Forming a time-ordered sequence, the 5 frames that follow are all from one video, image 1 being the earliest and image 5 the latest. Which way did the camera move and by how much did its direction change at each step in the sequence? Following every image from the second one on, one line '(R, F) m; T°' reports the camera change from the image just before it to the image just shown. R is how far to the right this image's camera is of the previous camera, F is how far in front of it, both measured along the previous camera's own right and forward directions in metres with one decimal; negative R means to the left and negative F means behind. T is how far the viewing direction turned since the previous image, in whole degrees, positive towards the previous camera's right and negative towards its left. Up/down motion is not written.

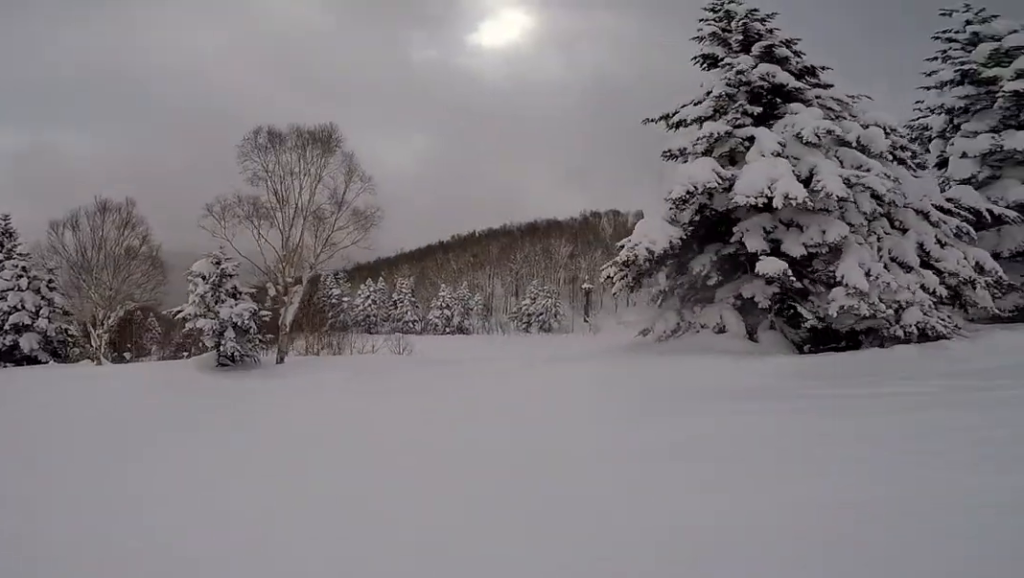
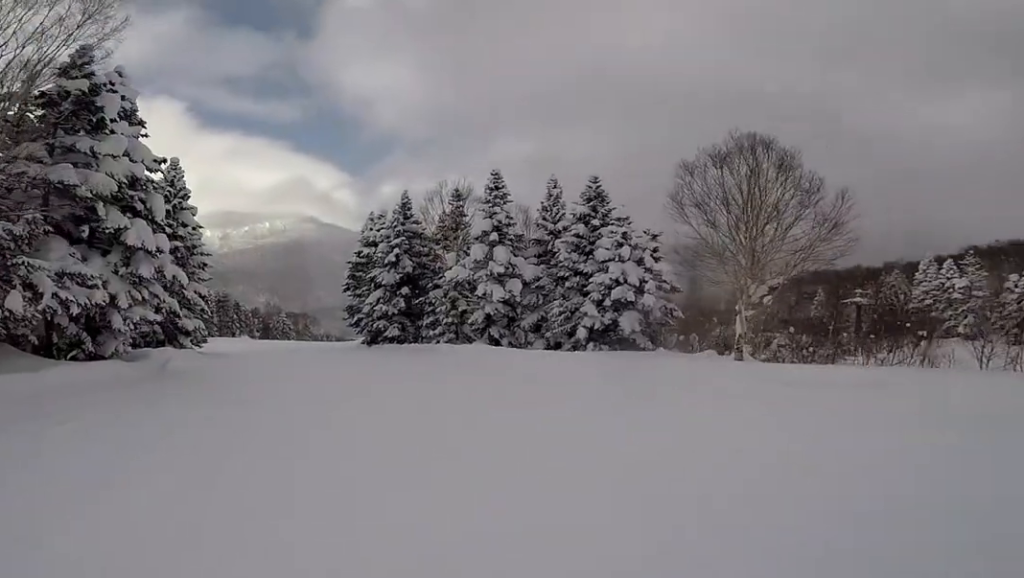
(-0.8, +9.6) m; -7°
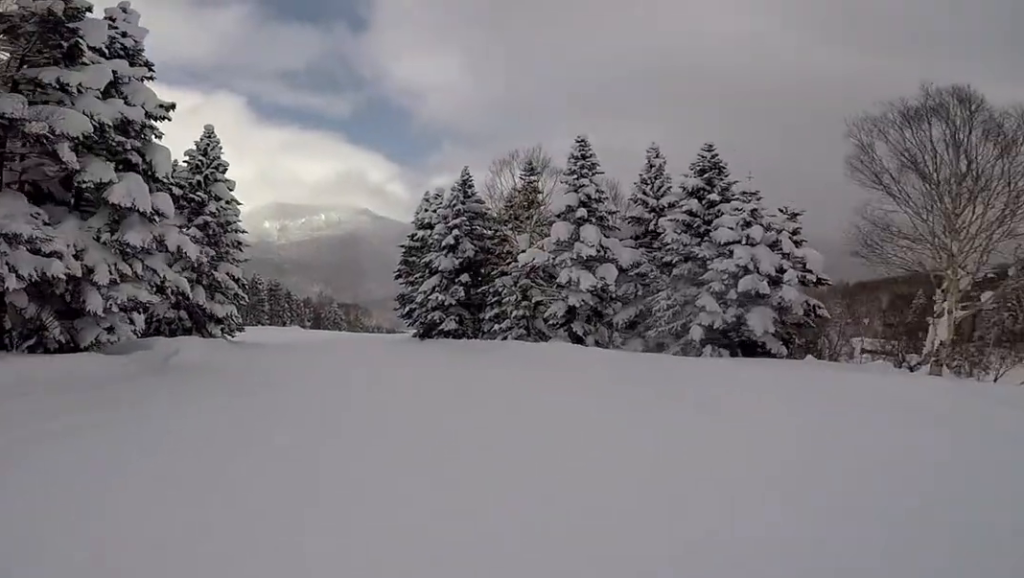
(-0.1, +4.1) m; -1°
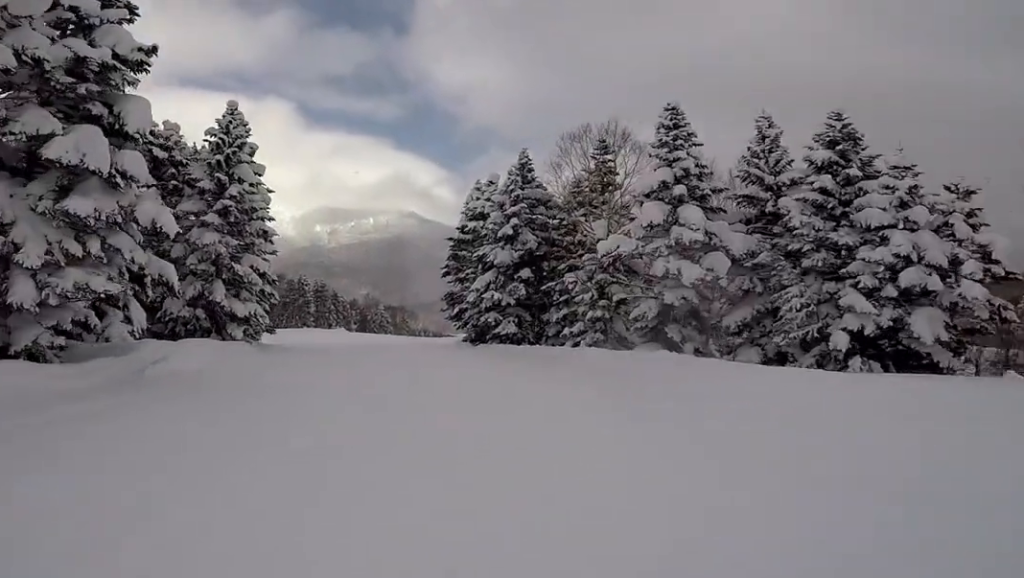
(0.0, +3.7) m; 0°
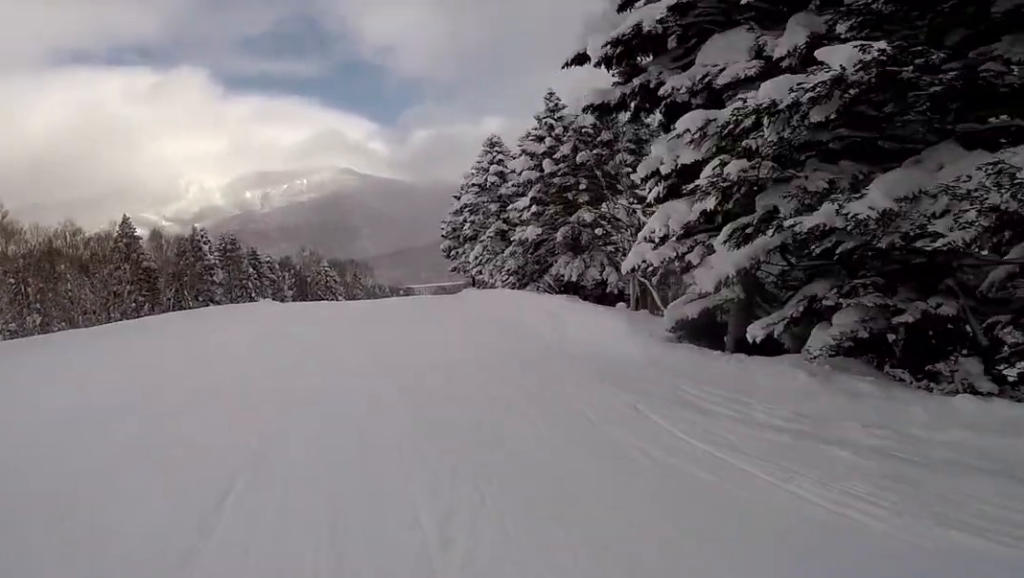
(-0.1, +28.1) m; 0°
